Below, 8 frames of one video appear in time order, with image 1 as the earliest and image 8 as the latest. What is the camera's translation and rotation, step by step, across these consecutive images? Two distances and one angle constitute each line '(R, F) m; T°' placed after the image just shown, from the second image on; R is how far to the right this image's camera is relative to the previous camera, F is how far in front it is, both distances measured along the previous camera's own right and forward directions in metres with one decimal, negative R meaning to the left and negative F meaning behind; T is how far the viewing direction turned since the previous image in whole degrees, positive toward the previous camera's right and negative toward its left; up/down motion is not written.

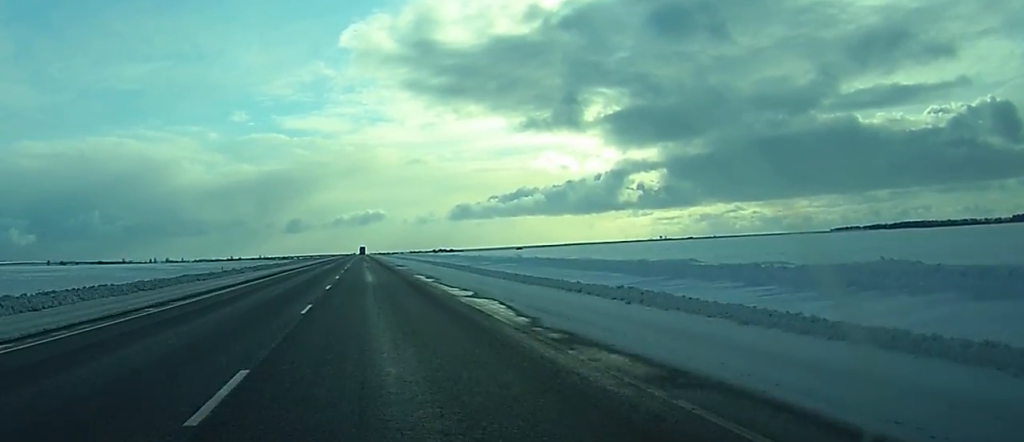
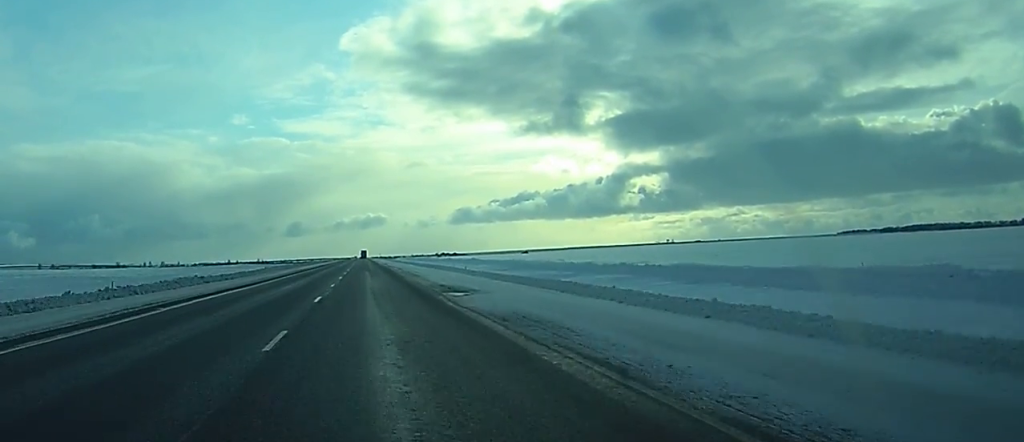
(+0.2, +42.6) m; 0°
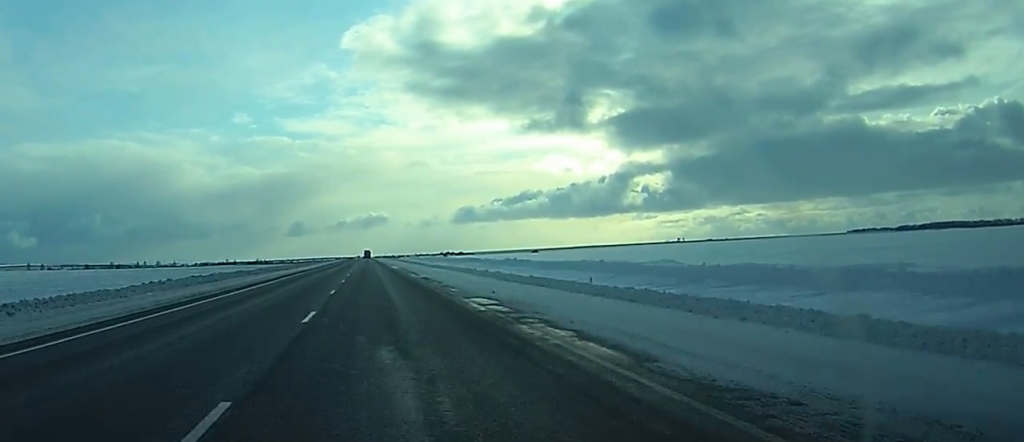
(0.0, +55.4) m; 0°
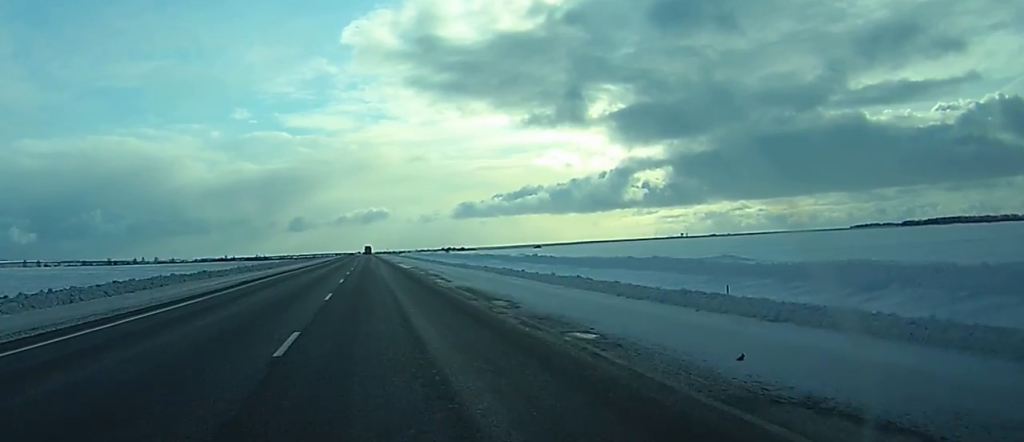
(0.0, +18.1) m; 0°
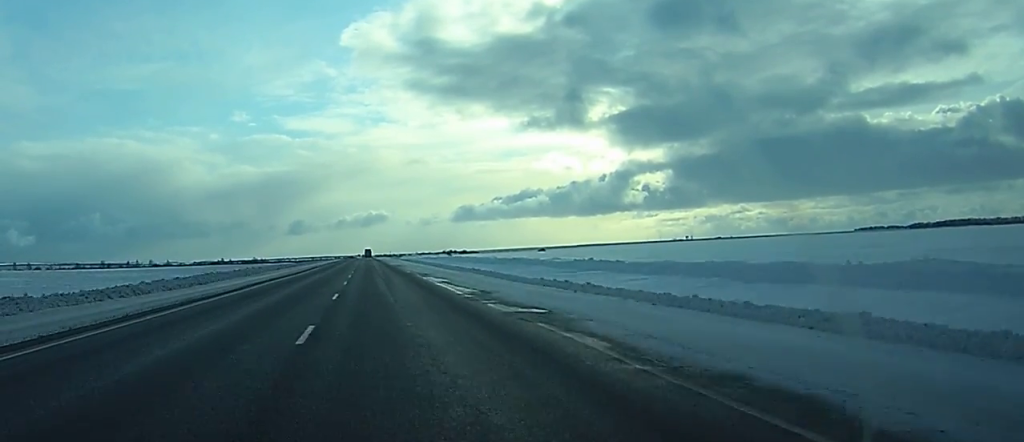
(0.0, +34.9) m; 0°
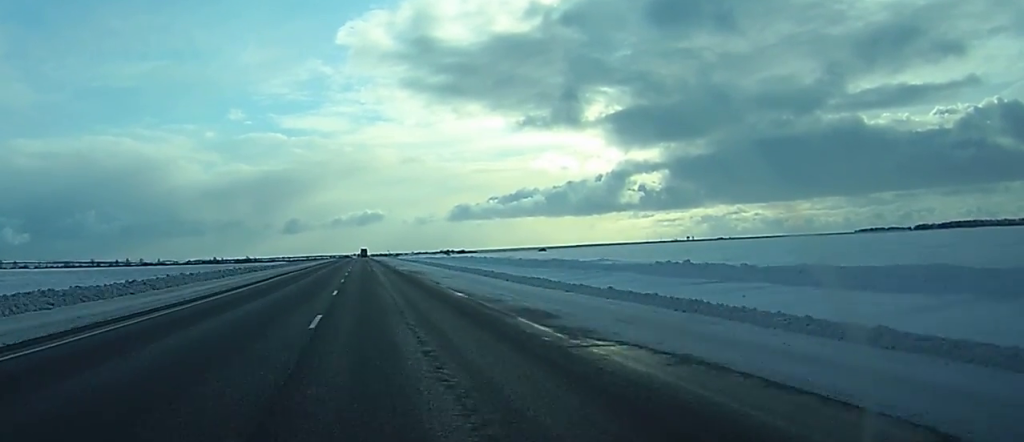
(+0.1, +33.5) m; 0°
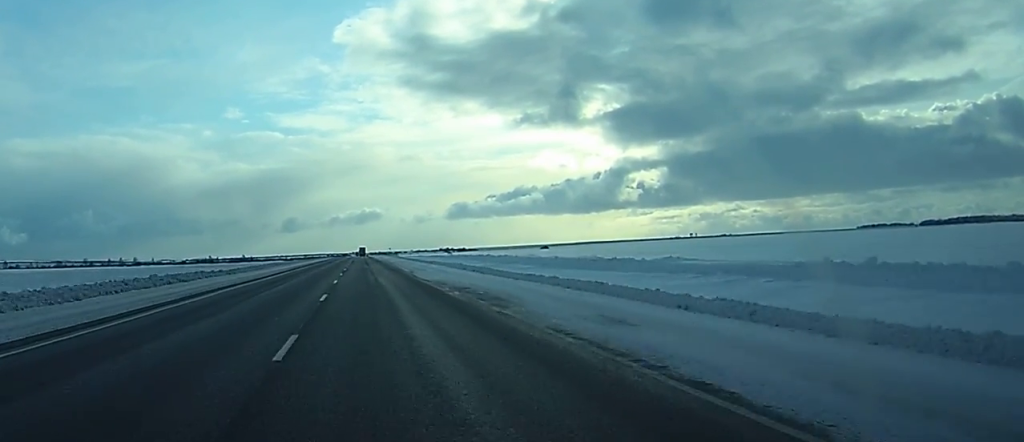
(-0.1, +28.8) m; 0°
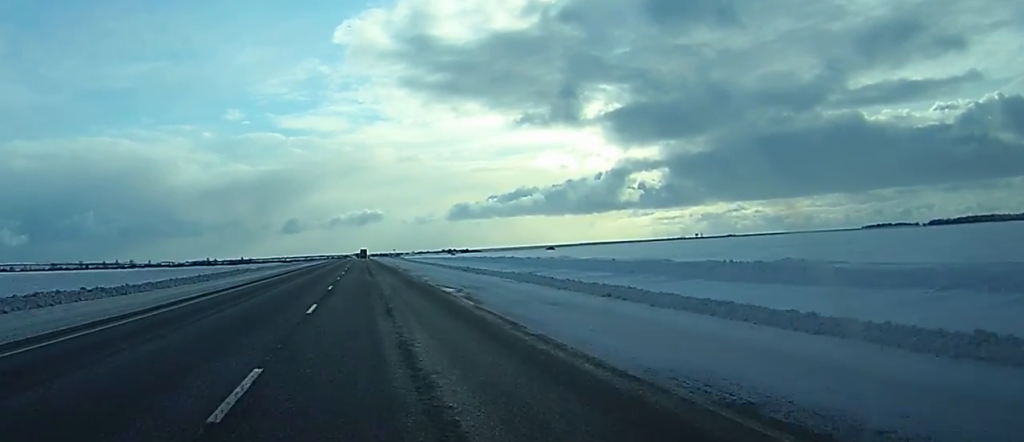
(+0.2, +27.6) m; 0°
